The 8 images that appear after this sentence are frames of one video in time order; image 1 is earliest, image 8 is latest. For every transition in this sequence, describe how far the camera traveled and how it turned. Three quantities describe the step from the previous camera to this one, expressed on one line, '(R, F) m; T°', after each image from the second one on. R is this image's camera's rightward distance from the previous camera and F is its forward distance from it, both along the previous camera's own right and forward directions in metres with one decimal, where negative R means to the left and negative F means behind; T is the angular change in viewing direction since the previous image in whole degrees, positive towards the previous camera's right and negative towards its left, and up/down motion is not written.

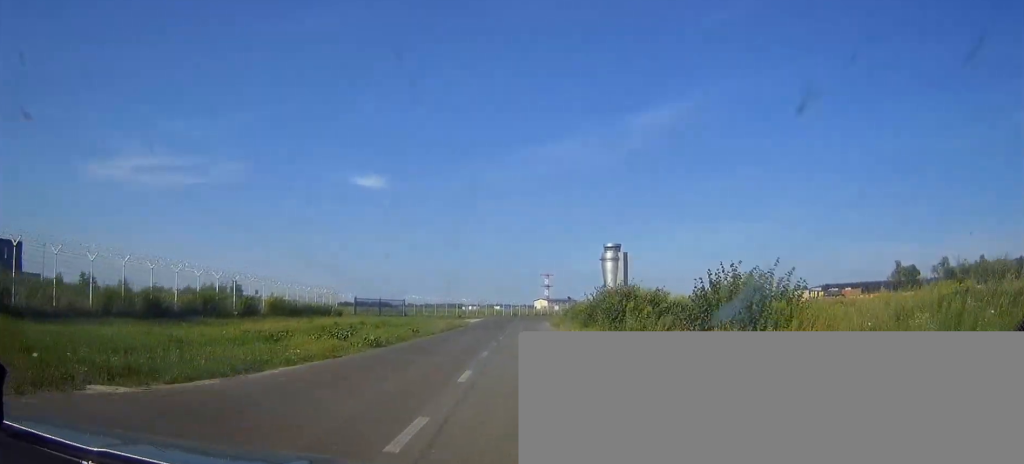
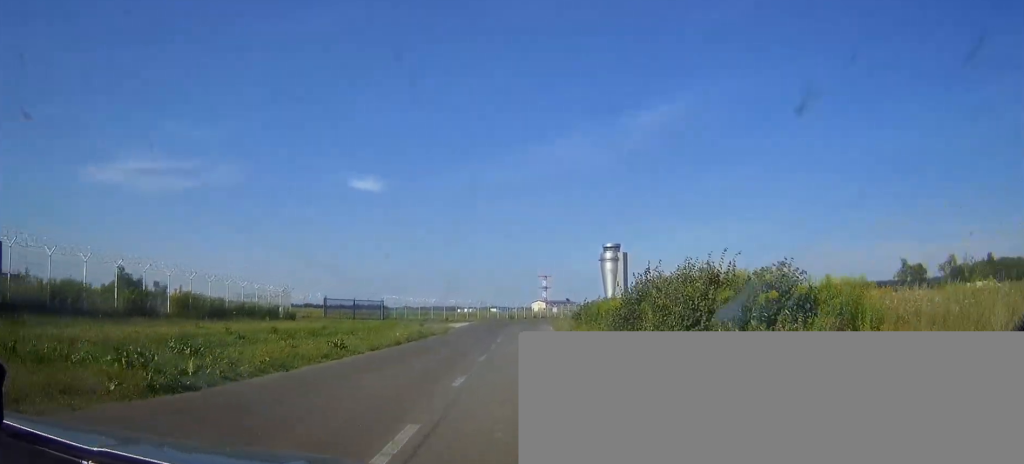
(0.0, +12.5) m; 0°
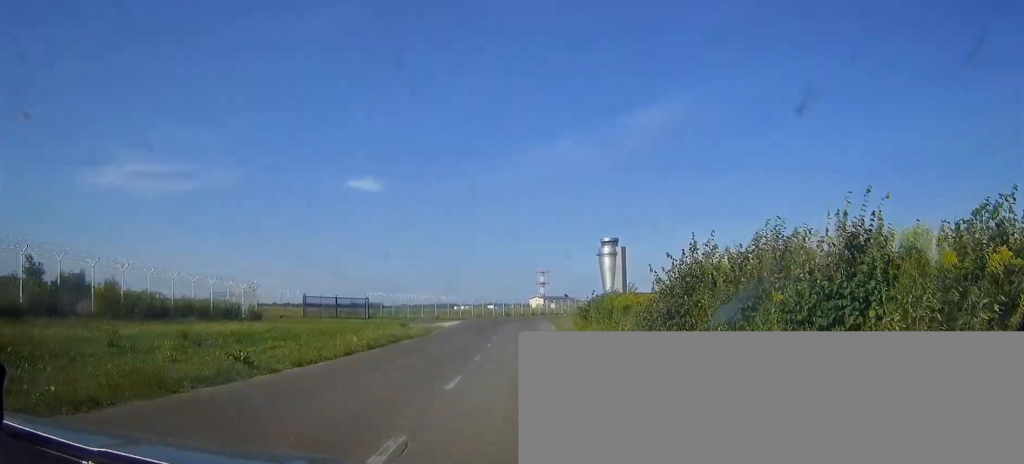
(0.0, +6.5) m; 0°
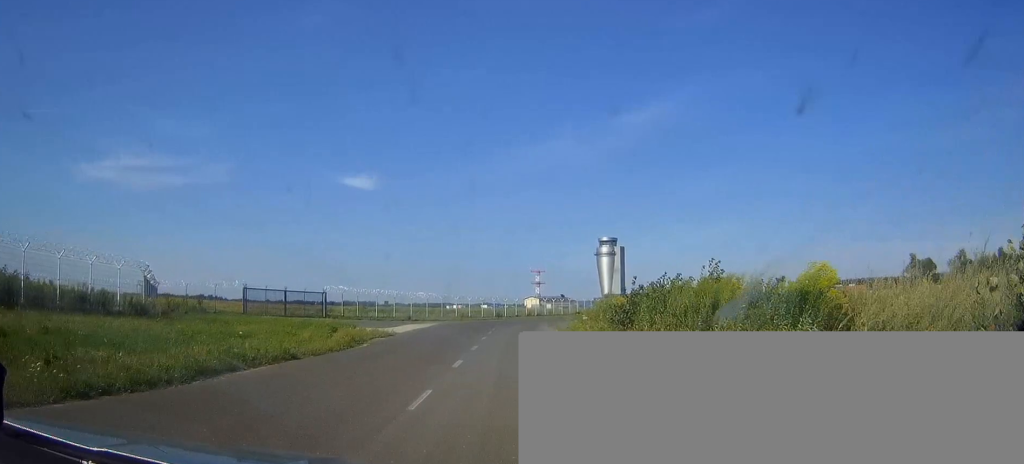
(0.0, +14.3) m; 0°
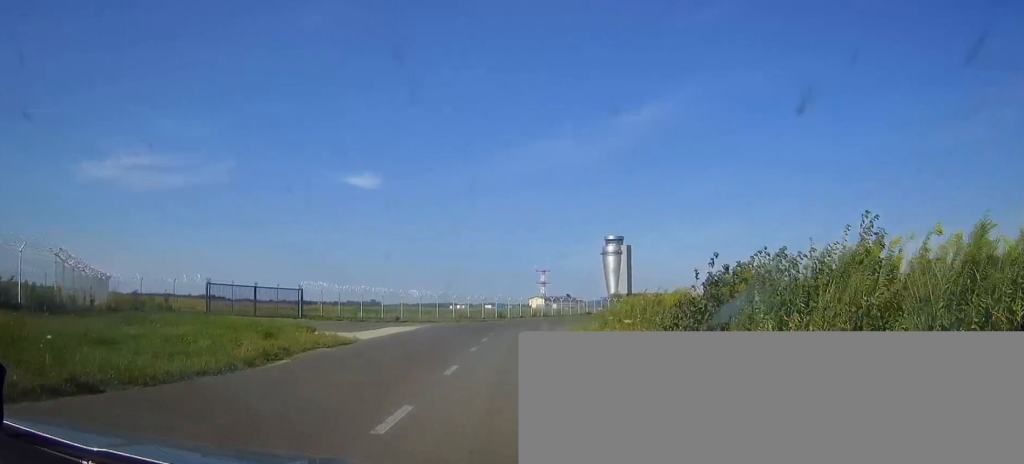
(0.0, +7.8) m; 0°
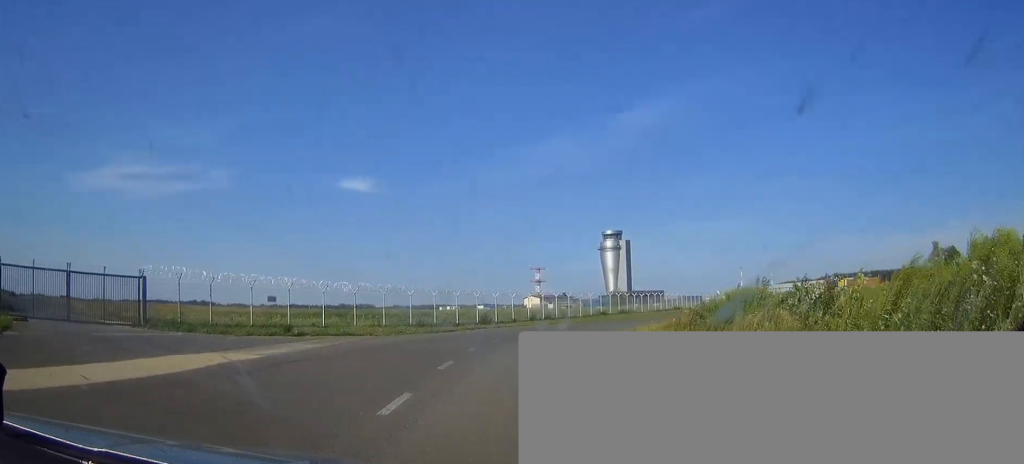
(+0.1, +22.8) m; +2°
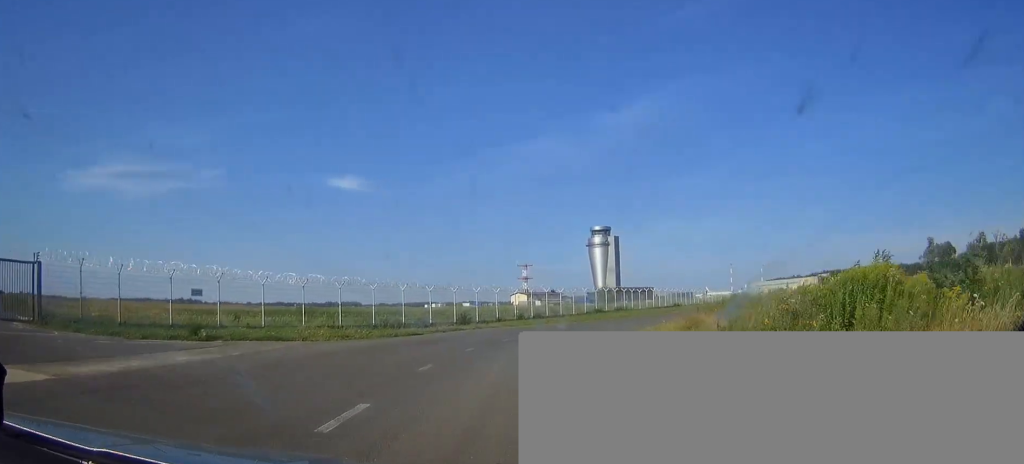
(-0.2, +7.5) m; +2°
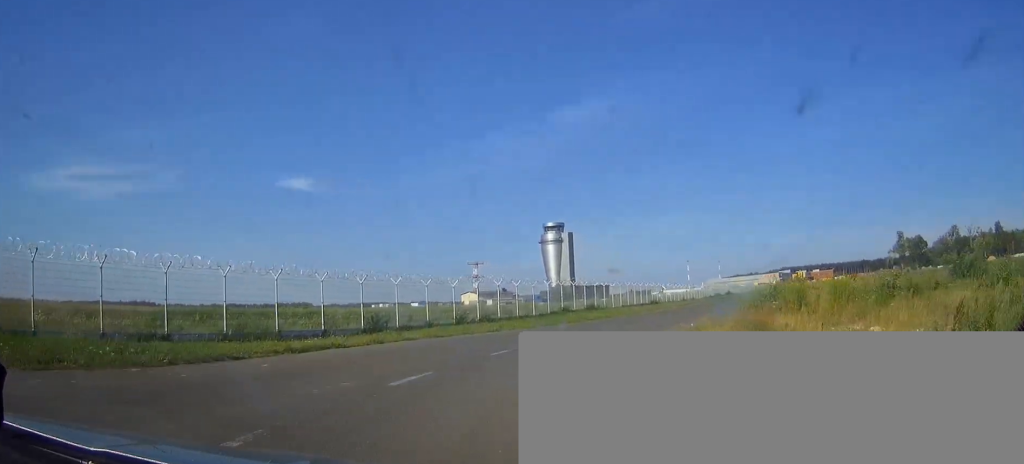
(+0.8, +14.2) m; +4°
